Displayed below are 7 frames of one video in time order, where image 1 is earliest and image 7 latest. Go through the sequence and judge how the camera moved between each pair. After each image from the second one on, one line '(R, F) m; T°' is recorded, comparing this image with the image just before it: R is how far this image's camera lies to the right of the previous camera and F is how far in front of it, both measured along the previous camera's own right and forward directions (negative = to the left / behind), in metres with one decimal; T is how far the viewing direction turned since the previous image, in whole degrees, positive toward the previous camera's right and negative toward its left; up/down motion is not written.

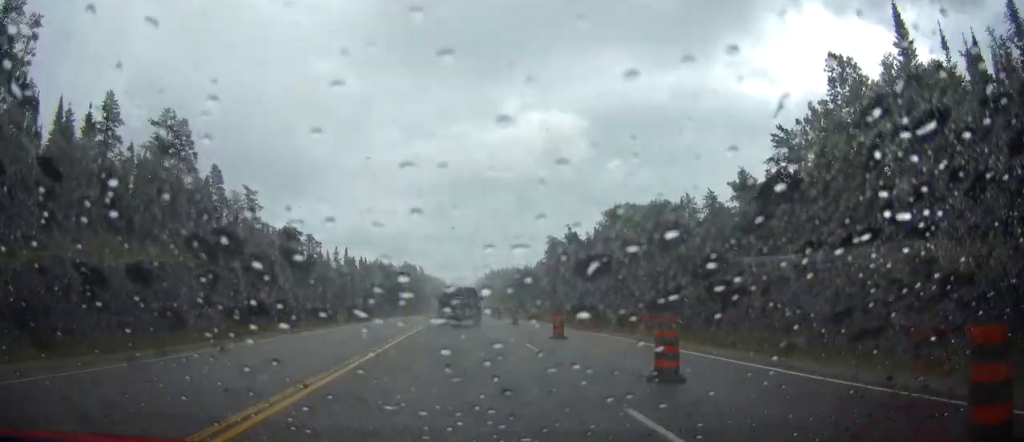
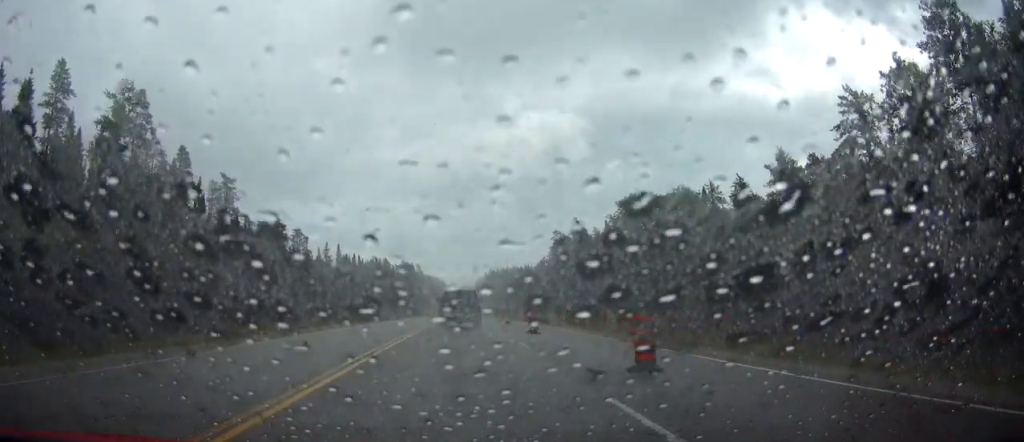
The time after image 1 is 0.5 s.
(0.0, +11.2) m; 0°
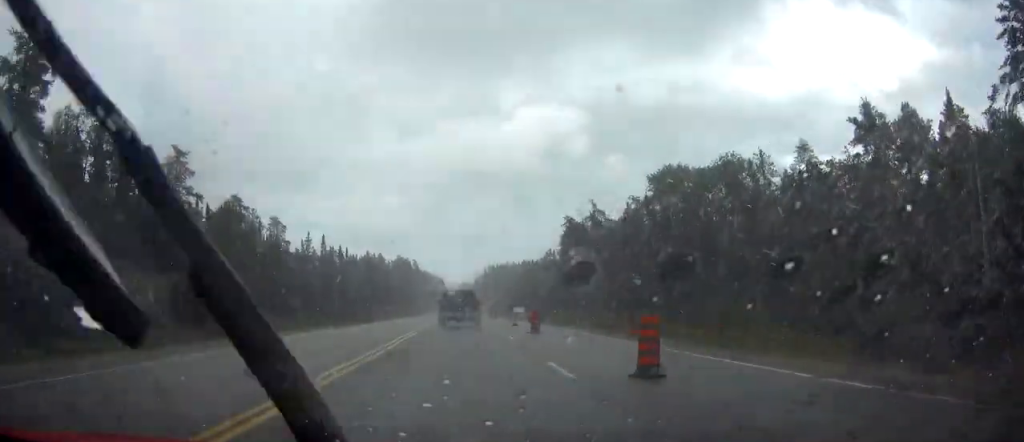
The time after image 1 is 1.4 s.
(0.0, +18.1) m; 0°
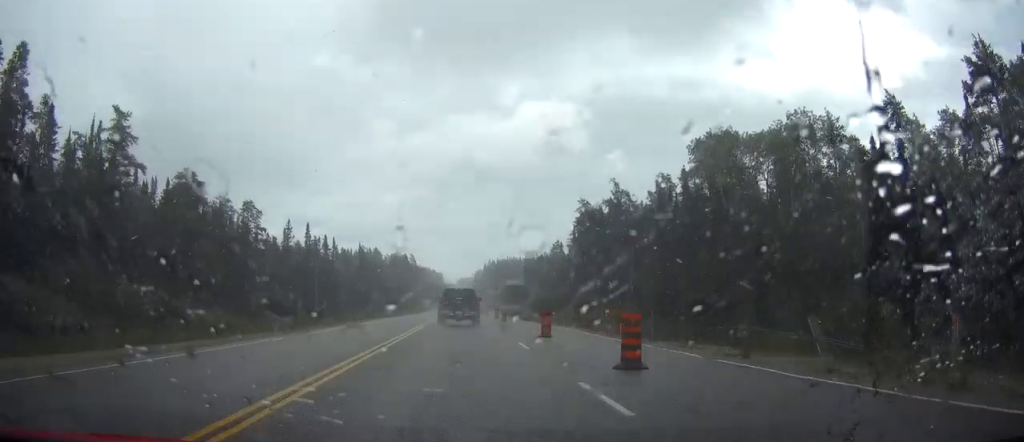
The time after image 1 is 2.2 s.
(-0.1, +16.7) m; 0°
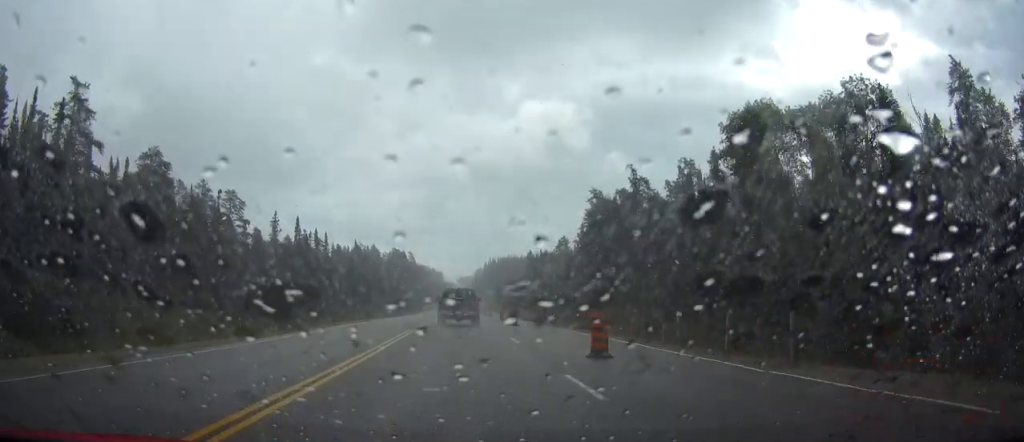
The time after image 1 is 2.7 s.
(0.0, +9.8) m; 0°
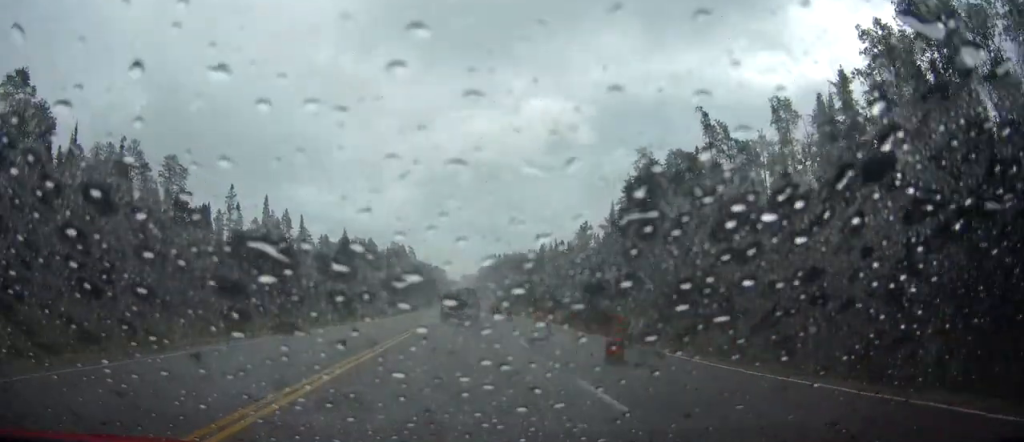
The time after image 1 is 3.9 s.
(0.0, +25.9) m; 0°
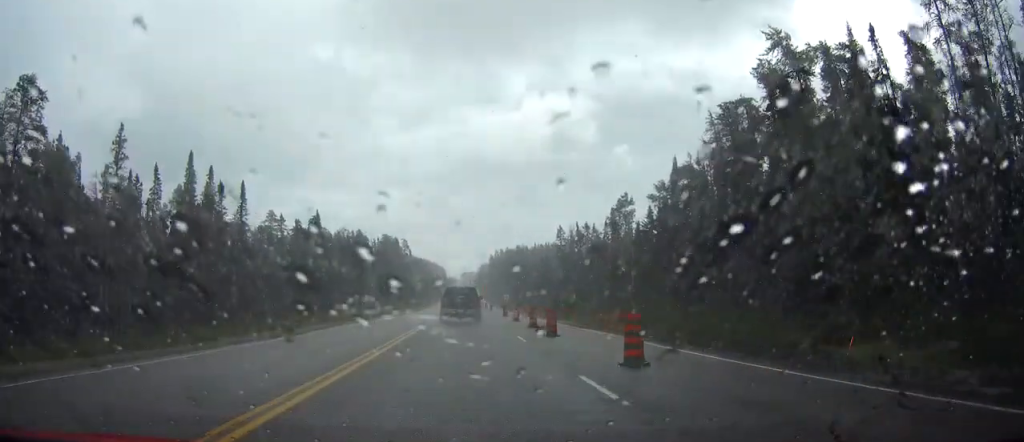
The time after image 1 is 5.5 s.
(-0.2, +34.3) m; 0°
